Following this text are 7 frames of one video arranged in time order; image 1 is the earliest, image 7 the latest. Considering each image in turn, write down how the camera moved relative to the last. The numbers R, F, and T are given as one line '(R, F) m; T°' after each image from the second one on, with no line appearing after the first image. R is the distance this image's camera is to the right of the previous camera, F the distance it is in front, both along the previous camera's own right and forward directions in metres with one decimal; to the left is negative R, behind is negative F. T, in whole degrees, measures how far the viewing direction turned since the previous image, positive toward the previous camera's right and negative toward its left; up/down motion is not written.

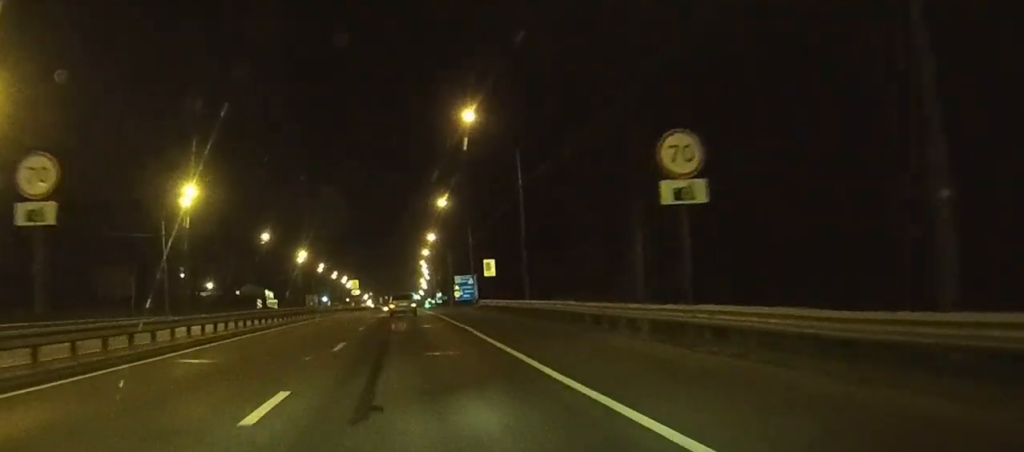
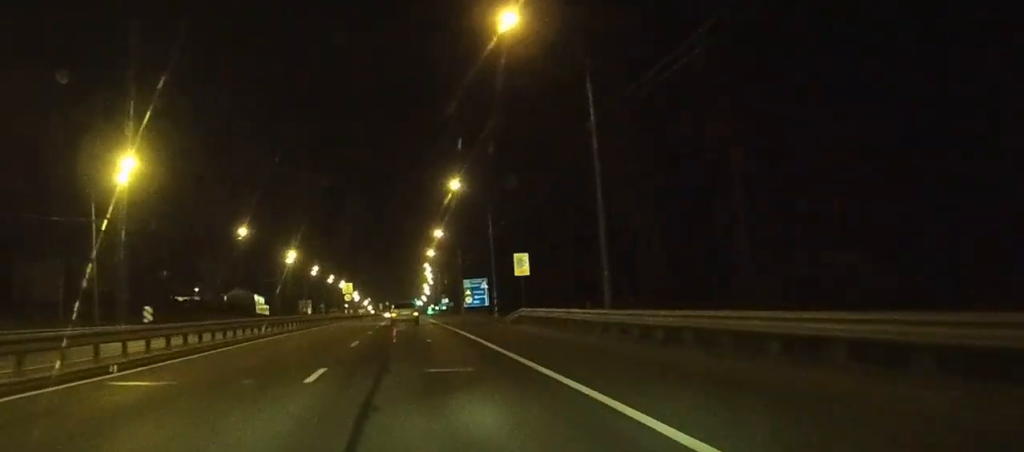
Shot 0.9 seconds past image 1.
(+0.8, +19.5) m; +2°
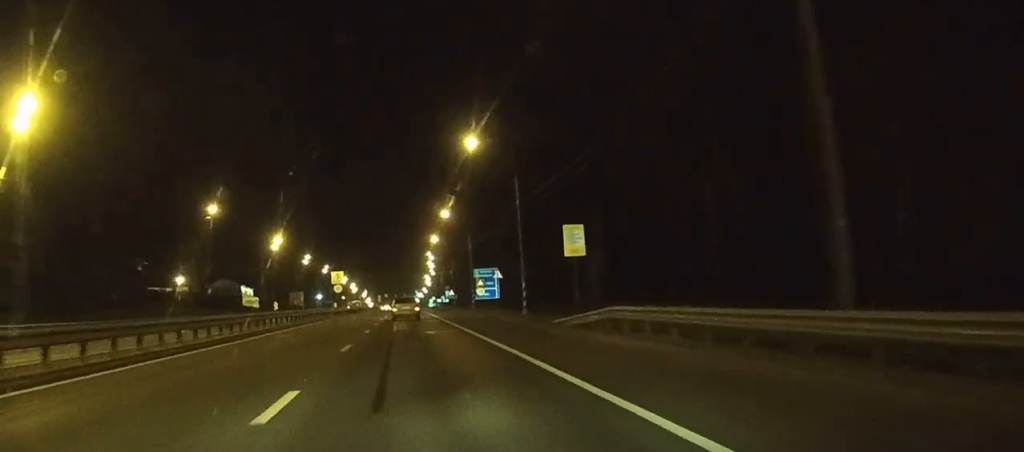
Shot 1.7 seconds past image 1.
(0.0, +17.3) m; 0°
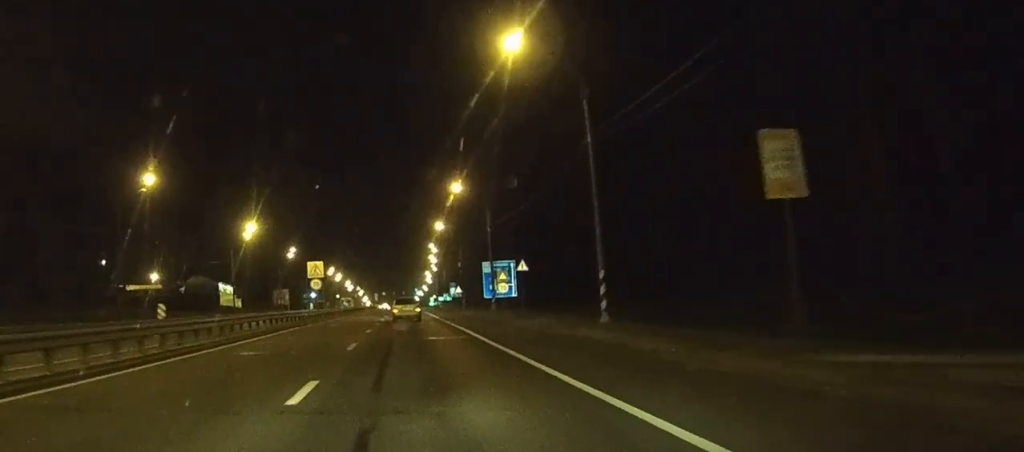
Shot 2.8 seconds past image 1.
(0.0, +21.9) m; 0°
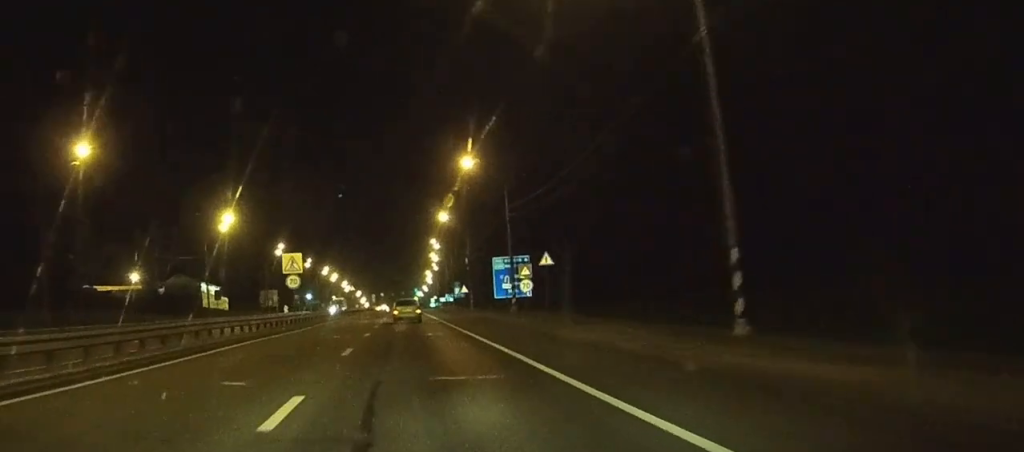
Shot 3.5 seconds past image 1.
(0.0, +13.7) m; 0°
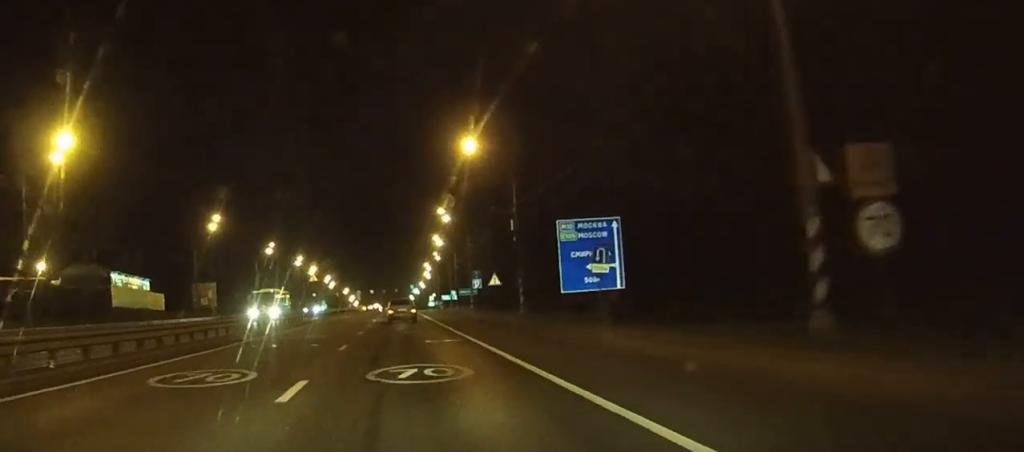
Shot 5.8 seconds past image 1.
(+0.1, +43.8) m; 0°
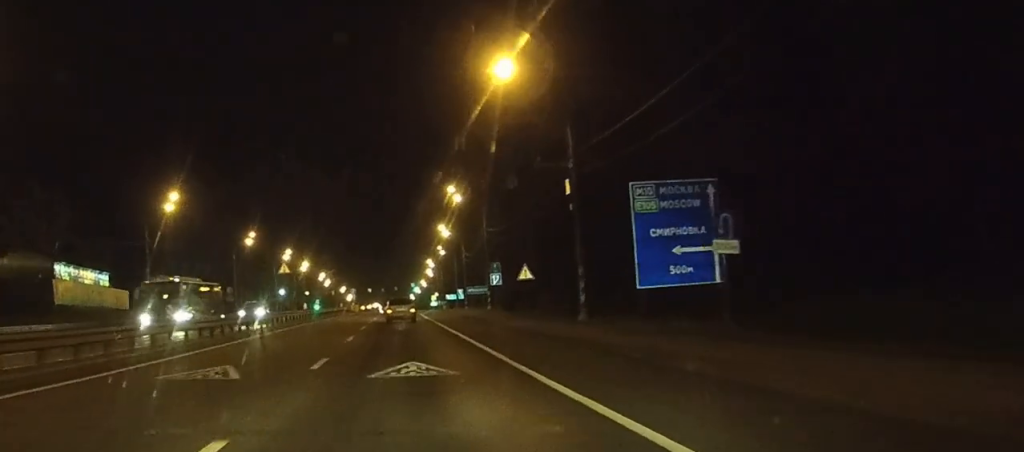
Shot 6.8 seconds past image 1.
(0.0, +17.6) m; 0°
